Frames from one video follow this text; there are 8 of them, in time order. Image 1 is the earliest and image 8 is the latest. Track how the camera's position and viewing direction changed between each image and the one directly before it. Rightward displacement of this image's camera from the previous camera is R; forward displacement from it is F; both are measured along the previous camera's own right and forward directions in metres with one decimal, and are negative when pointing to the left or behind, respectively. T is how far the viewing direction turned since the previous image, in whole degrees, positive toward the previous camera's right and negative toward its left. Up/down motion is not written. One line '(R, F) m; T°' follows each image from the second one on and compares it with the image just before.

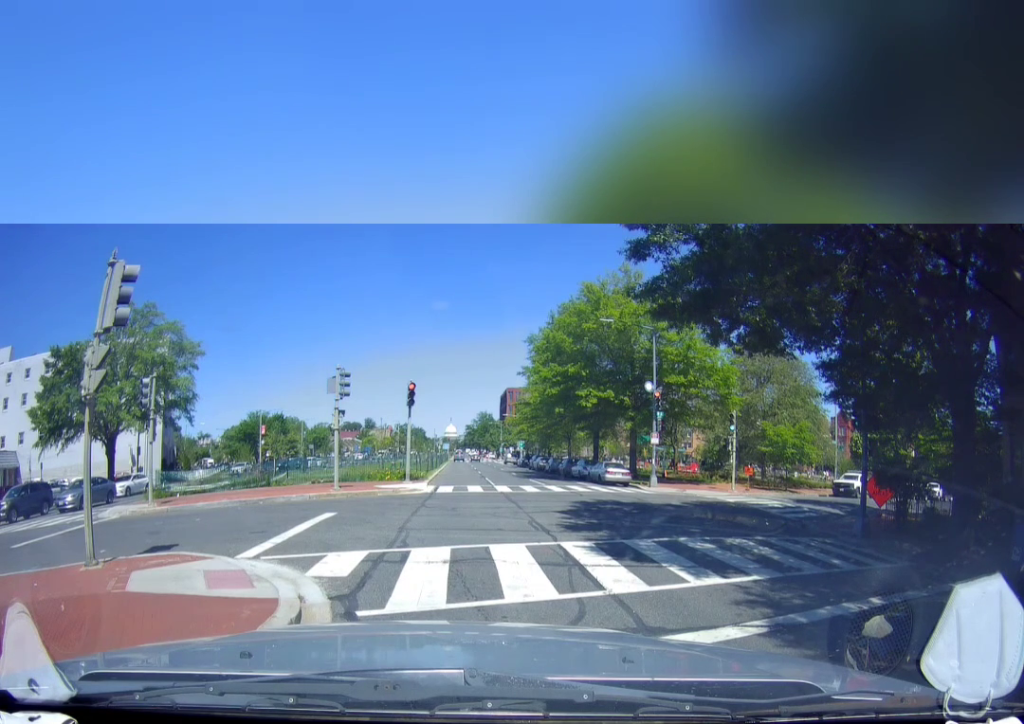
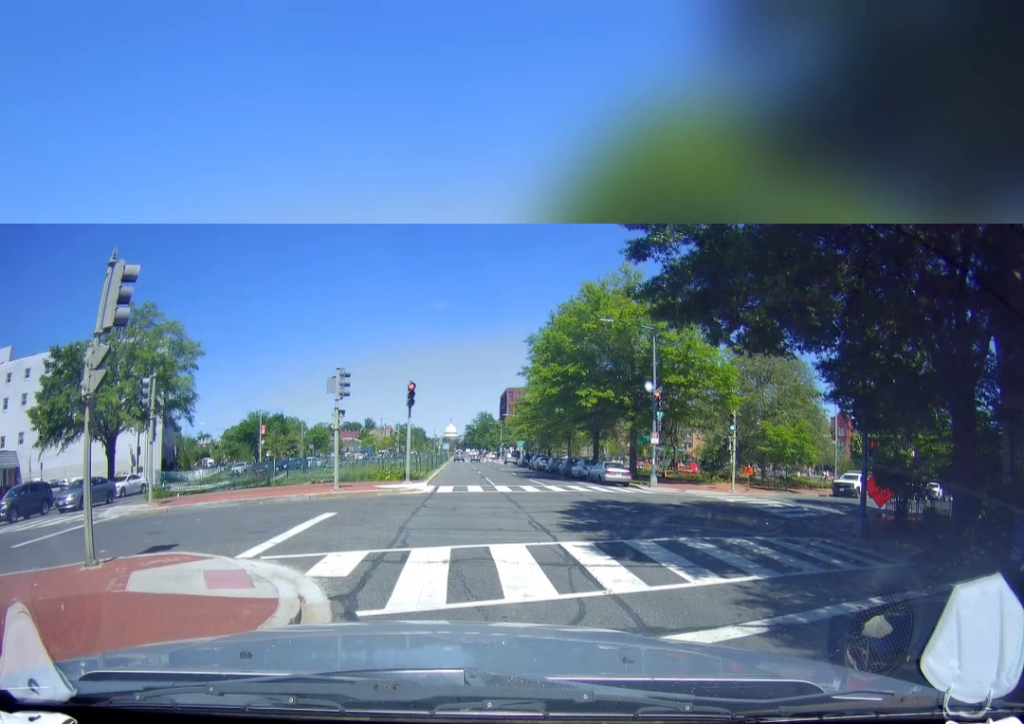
(0.0, 0.0) m; 0°
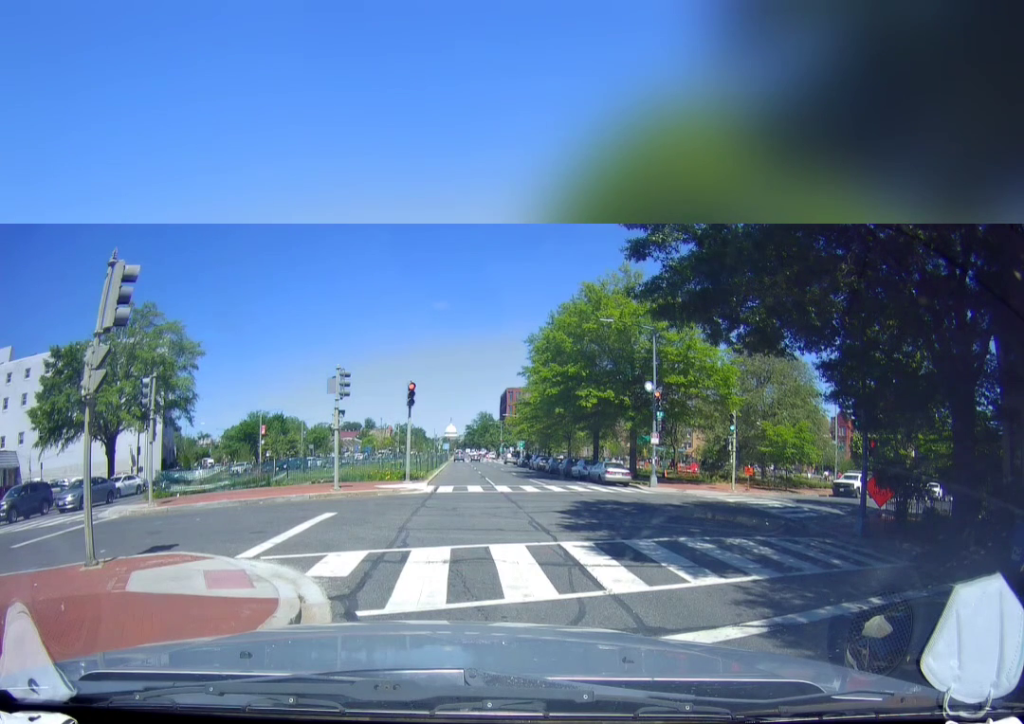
(0.0, 0.0) m; 0°
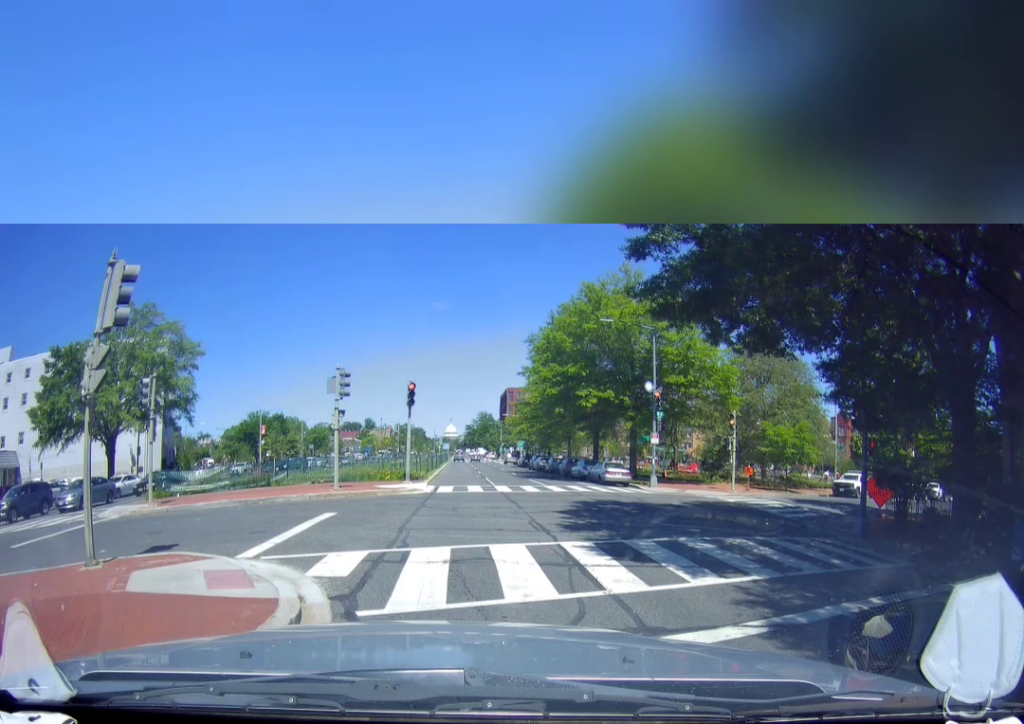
(0.0, 0.0) m; 0°
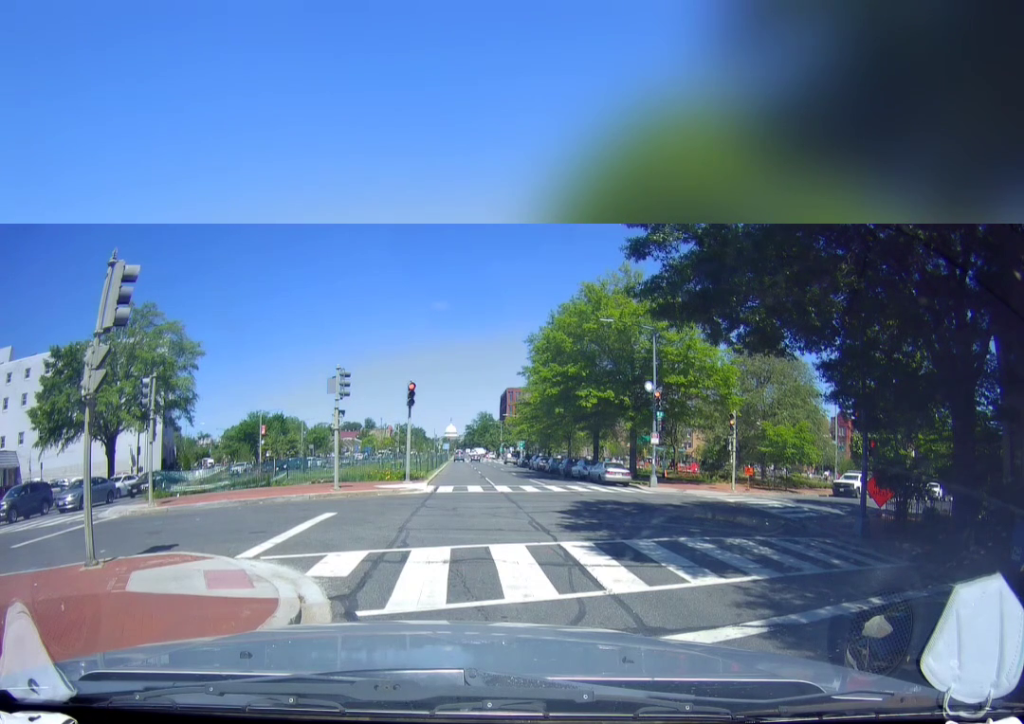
(0.0, 0.0) m; 0°
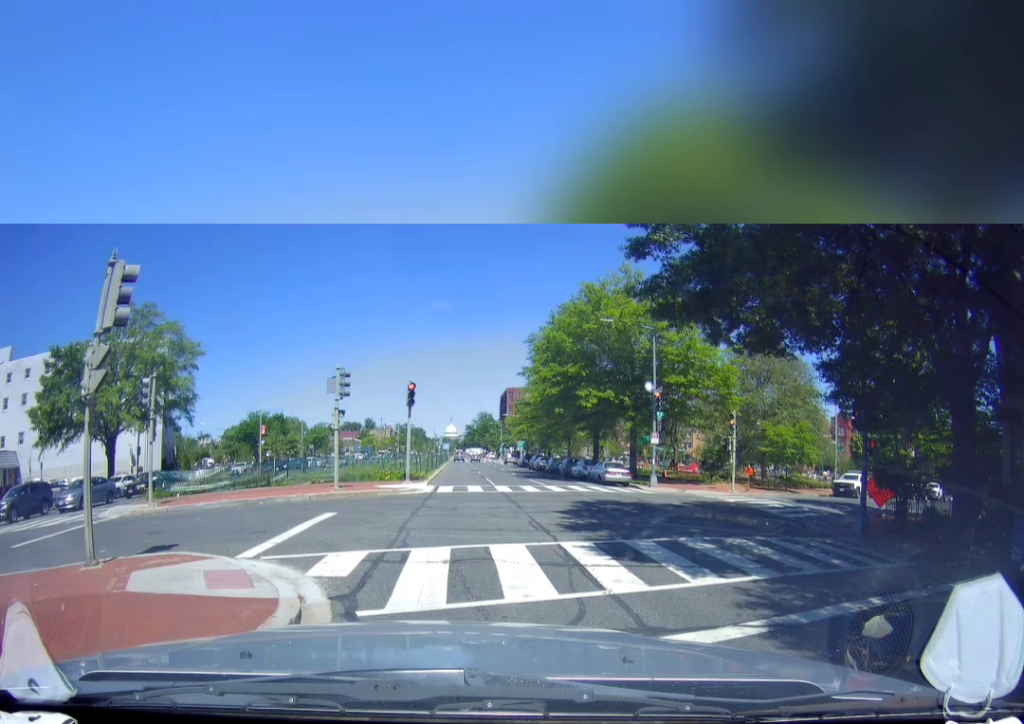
(0.0, 0.0) m; 0°
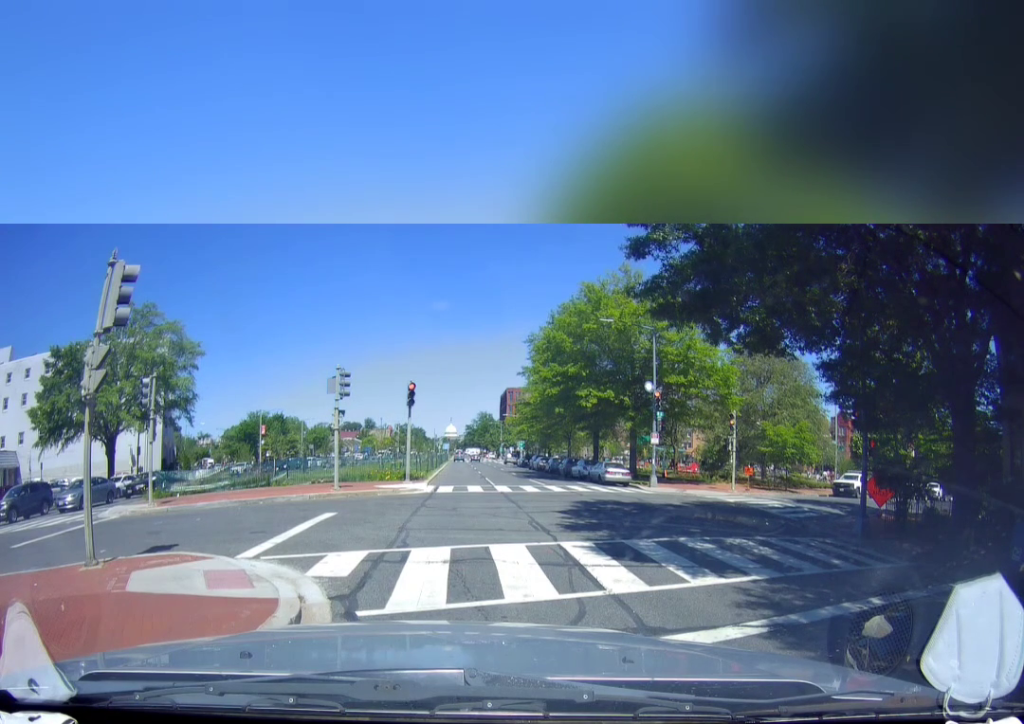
(0.0, 0.0) m; 0°
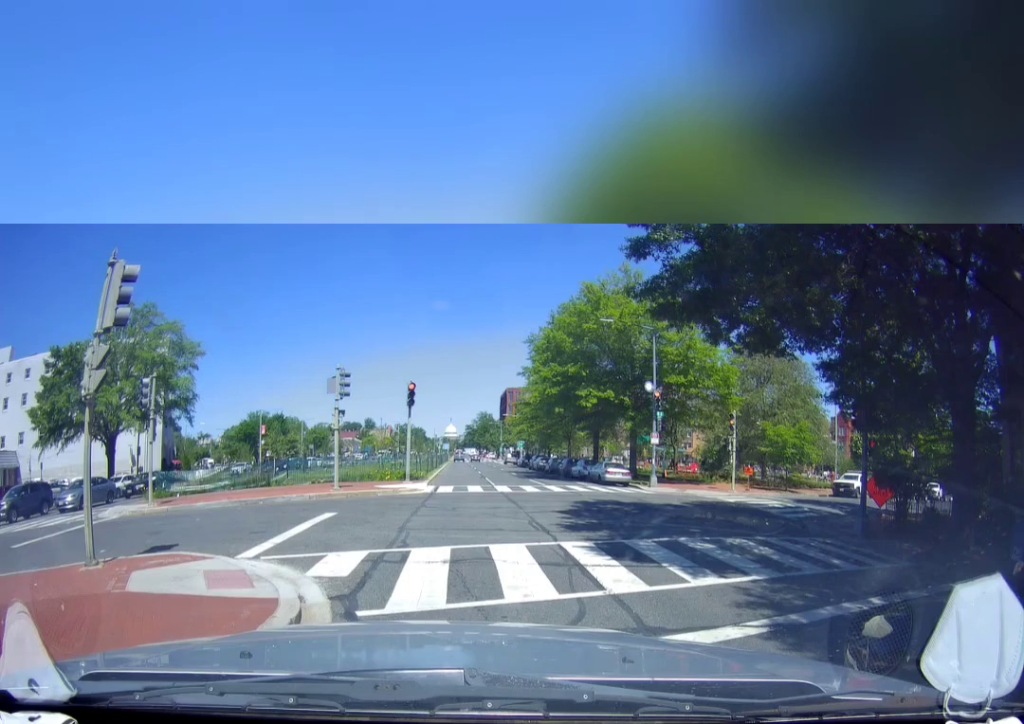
(0.0, 0.0) m; 0°
